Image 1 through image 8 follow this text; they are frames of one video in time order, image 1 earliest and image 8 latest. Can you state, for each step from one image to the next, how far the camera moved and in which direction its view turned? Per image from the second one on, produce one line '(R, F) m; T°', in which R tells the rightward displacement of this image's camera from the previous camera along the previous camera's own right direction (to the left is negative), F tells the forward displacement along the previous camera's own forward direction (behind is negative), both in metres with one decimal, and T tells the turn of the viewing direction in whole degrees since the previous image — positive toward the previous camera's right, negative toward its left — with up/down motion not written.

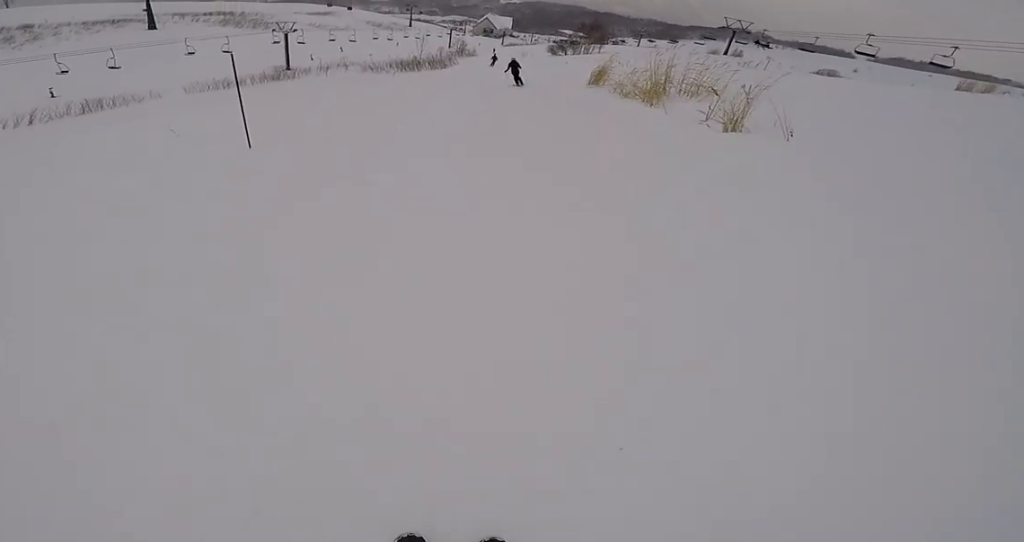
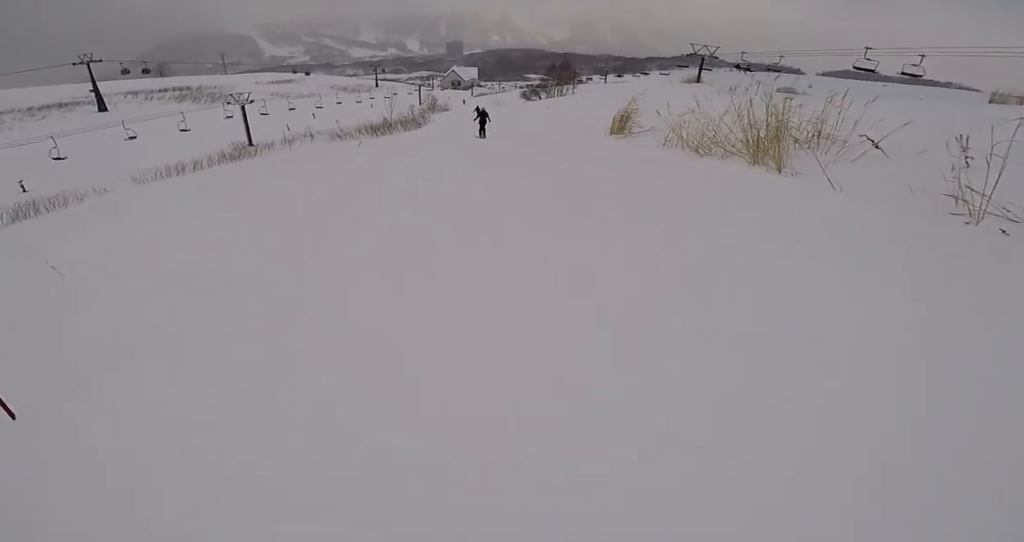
(-0.1, +4.9) m; -2°
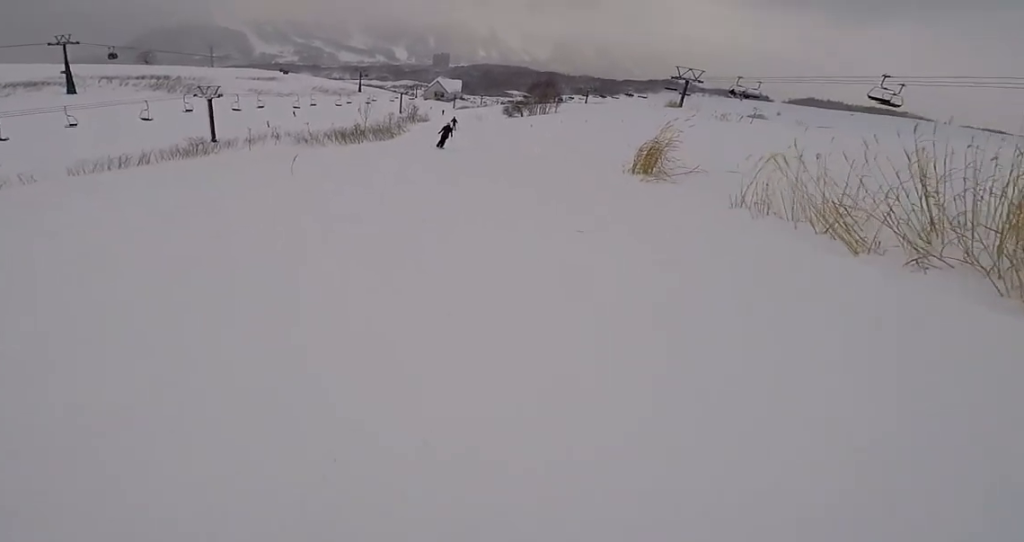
(0.0, +4.9) m; 0°
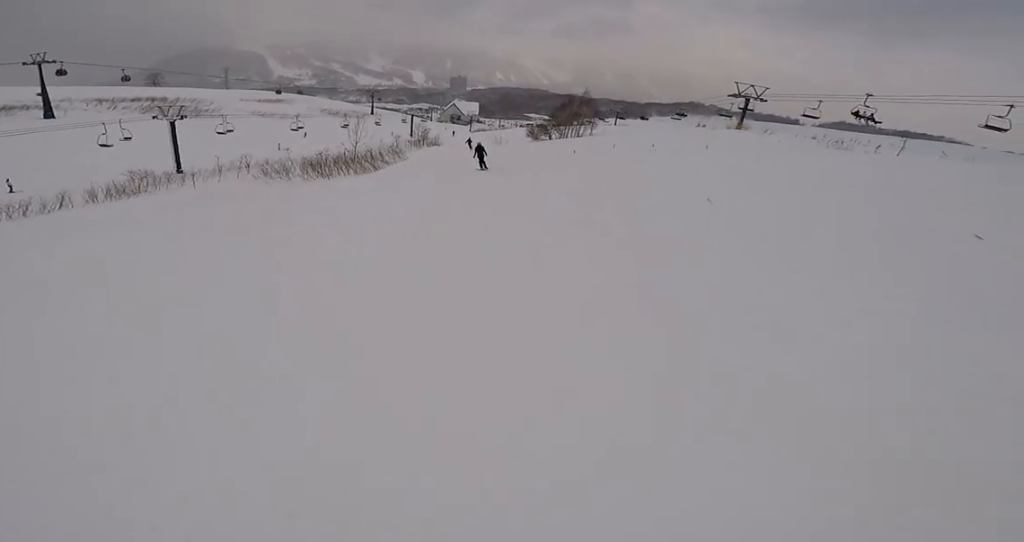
(+1.4, +13.0) m; +10°
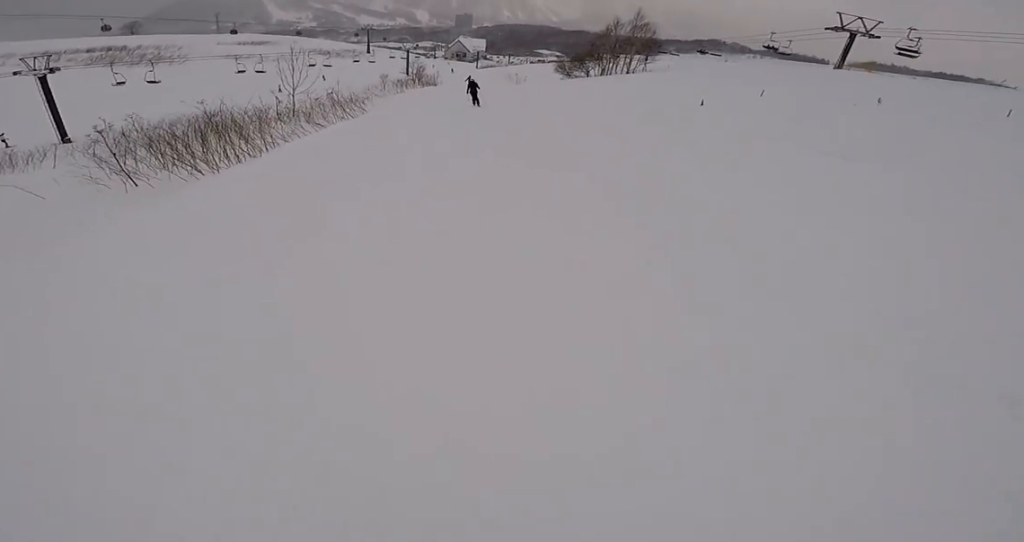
(-1.7, +17.5) m; -14°
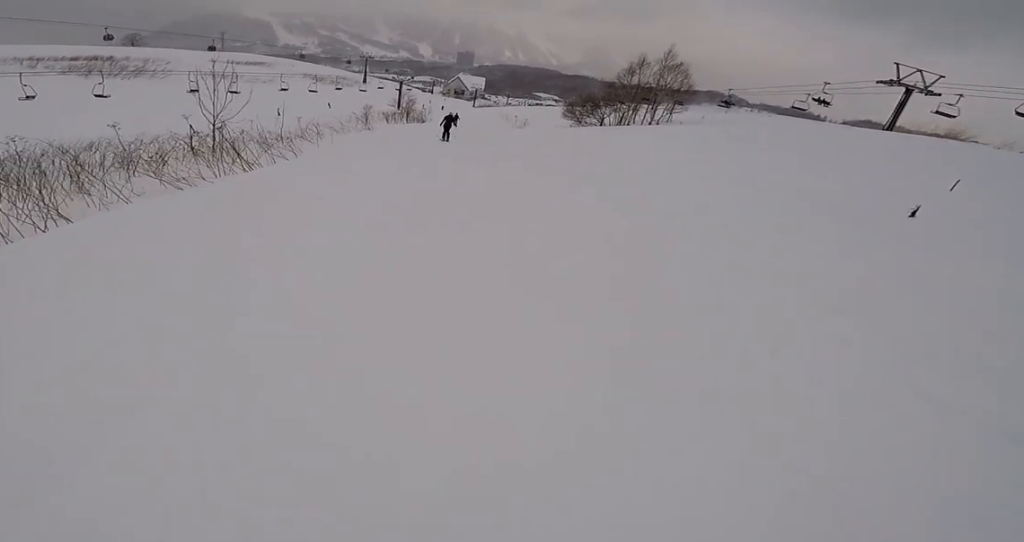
(-0.4, +9.0) m; -1°
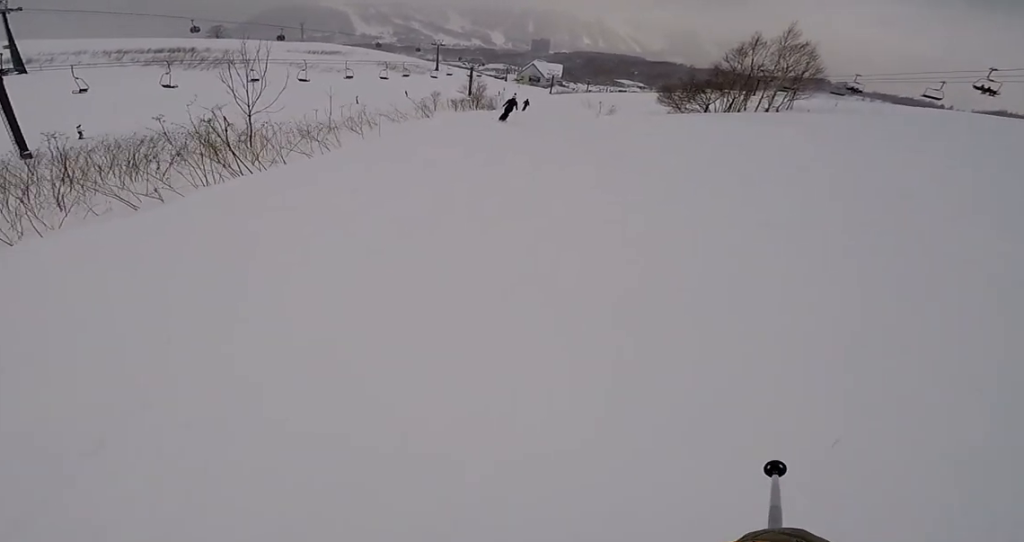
(+0.2, +3.9) m; +2°
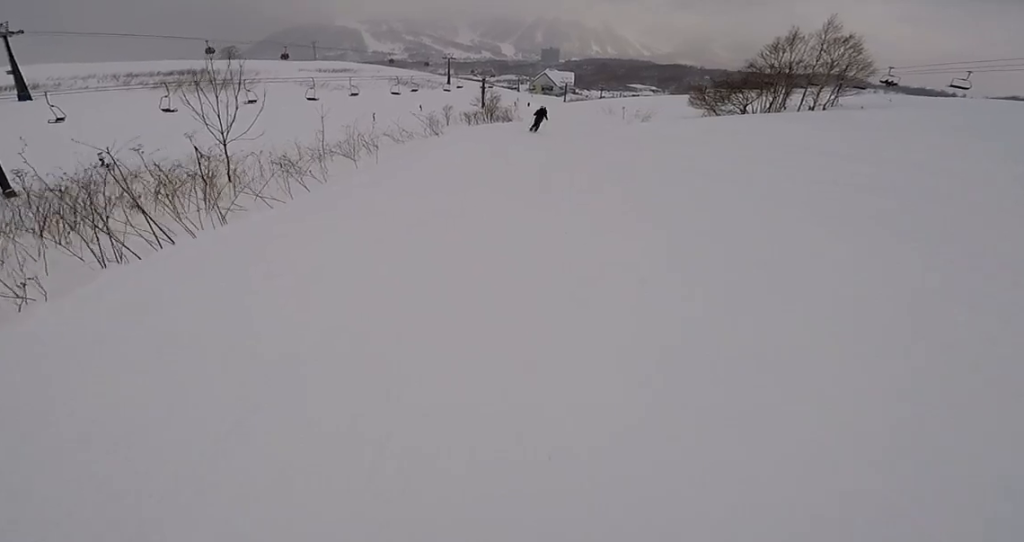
(0.0, +3.5) m; +1°
